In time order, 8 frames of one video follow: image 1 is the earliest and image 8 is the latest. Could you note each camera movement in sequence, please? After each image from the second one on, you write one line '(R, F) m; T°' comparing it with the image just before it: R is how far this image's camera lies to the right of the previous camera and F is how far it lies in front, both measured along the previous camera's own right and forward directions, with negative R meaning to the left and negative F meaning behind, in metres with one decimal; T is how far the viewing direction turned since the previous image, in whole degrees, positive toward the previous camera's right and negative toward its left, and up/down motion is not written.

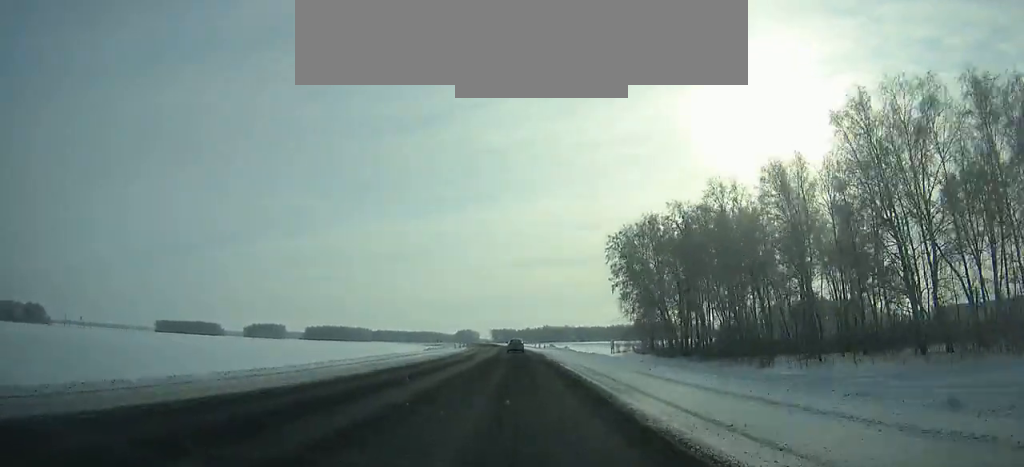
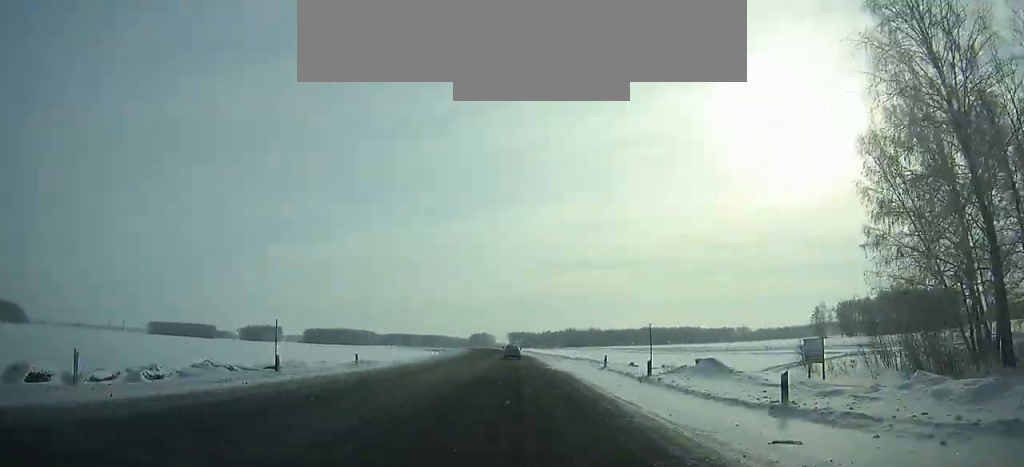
(-1.1, +73.6) m; -2°
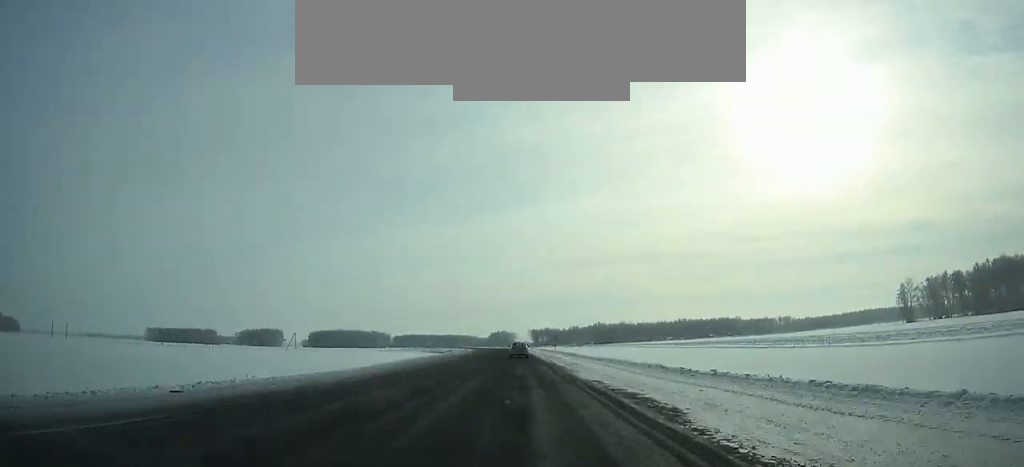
(-1.0, +62.2) m; -2°
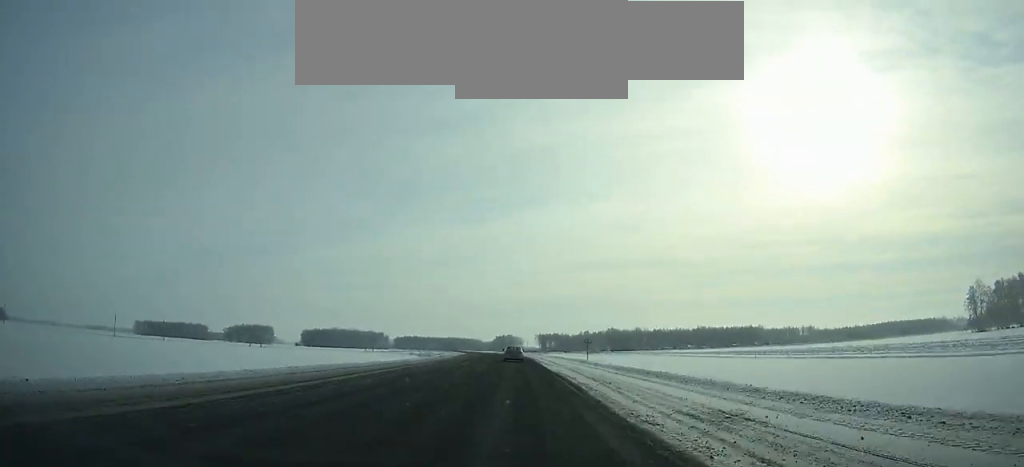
(-0.3, +42.4) m; -1°
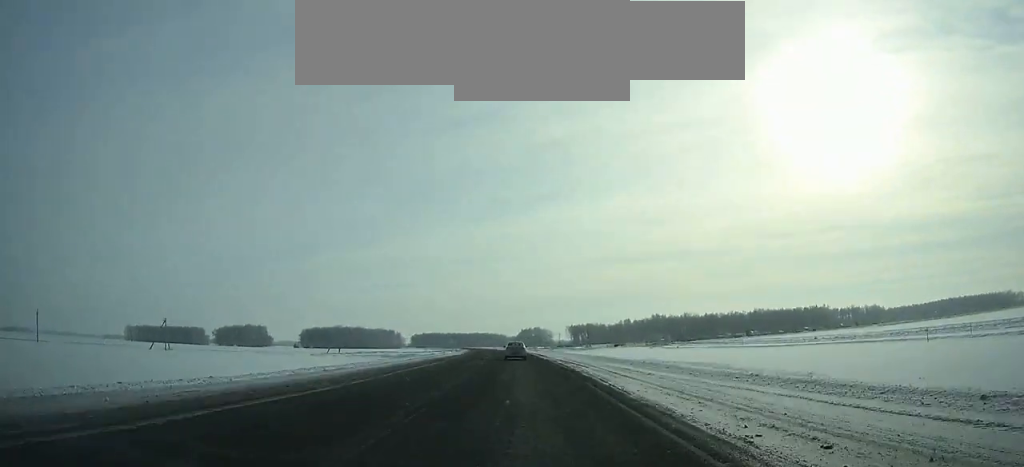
(-1.6, +77.6) m; -2°
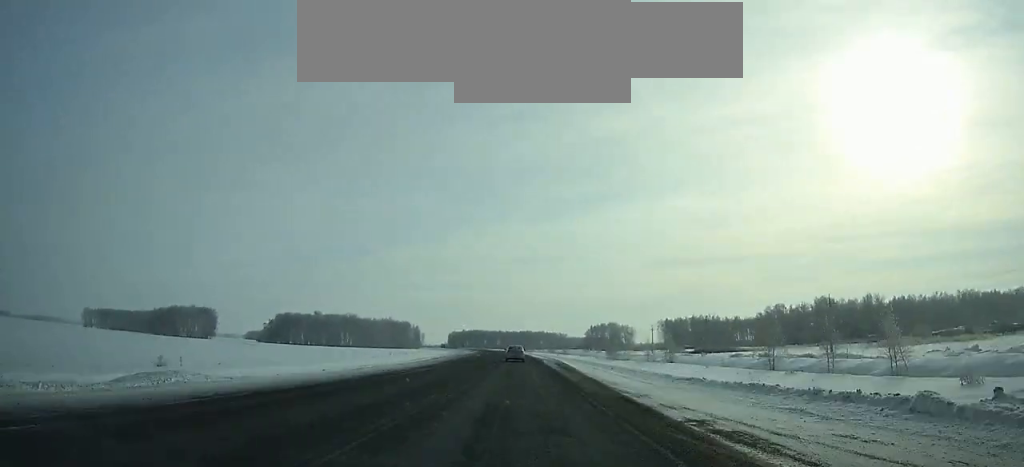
(-10.8, +189.9) m; -6°
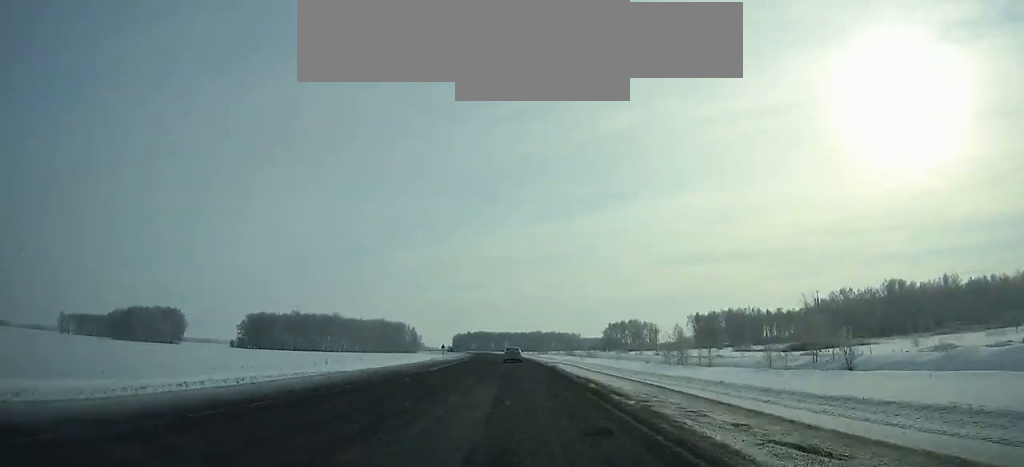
(-0.8, +50.8) m; -1°
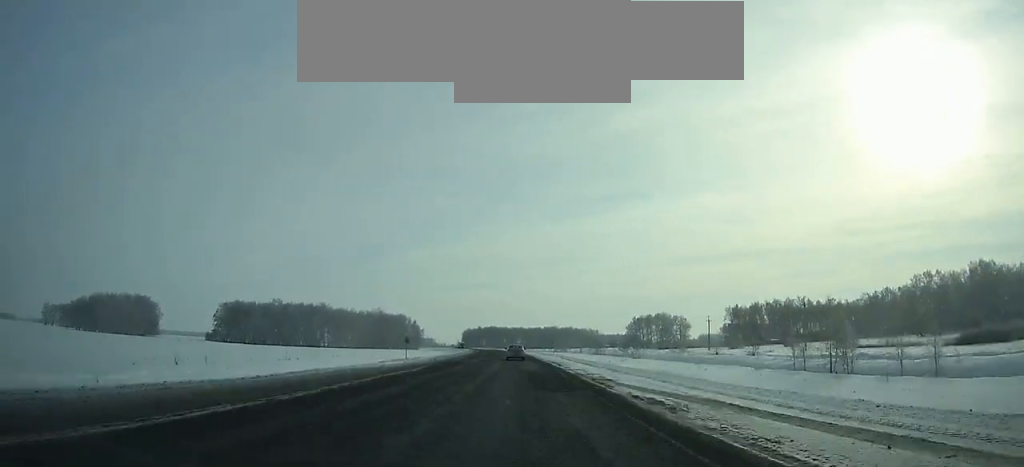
(-0.4, +42.1) m; -1°
